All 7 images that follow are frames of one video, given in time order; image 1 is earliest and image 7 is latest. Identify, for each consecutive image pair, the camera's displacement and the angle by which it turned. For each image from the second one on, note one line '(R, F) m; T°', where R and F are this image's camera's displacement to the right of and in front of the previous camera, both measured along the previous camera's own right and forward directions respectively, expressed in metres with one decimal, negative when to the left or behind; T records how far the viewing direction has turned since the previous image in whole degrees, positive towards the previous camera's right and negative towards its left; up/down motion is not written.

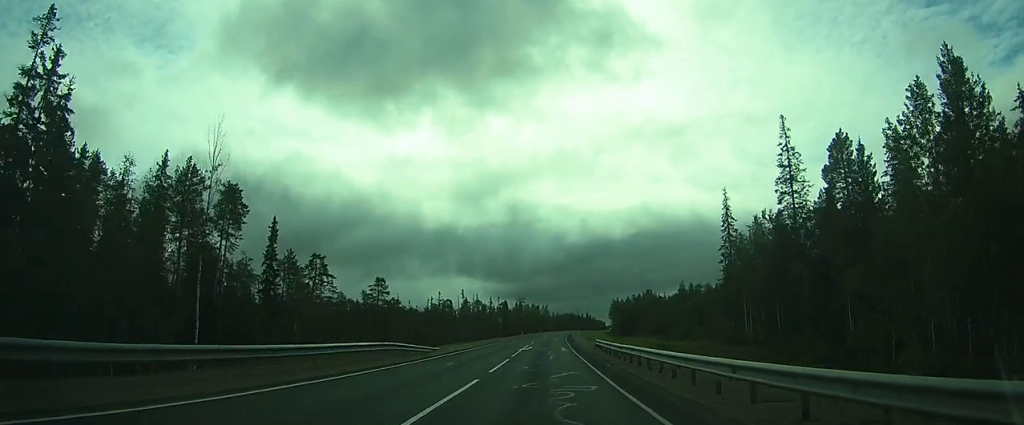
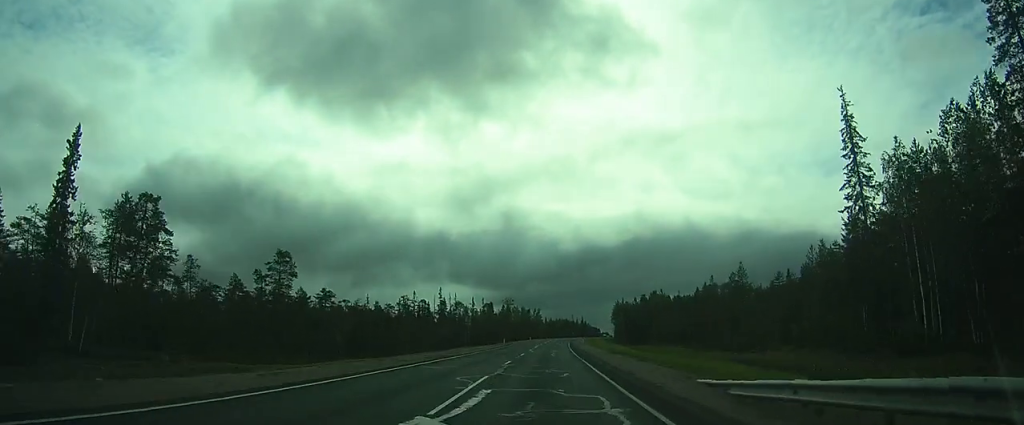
(+0.8, +33.3) m; +2°
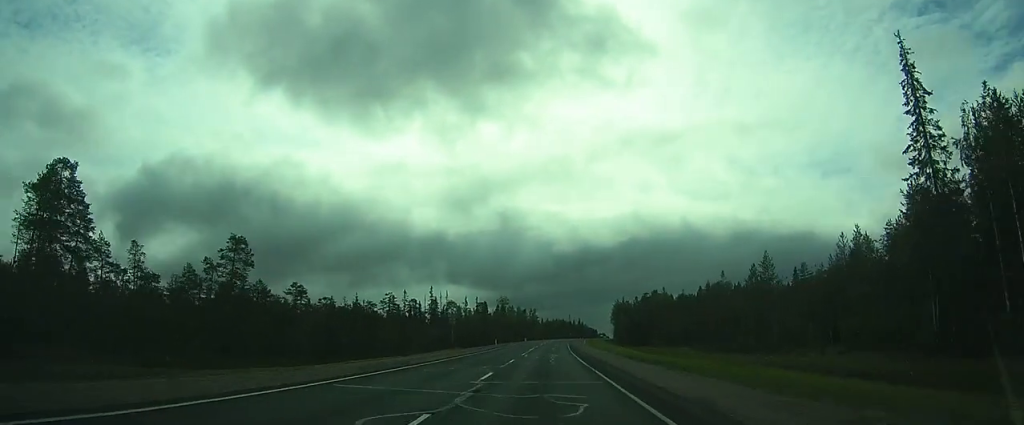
(+0.1, +8.9) m; 0°
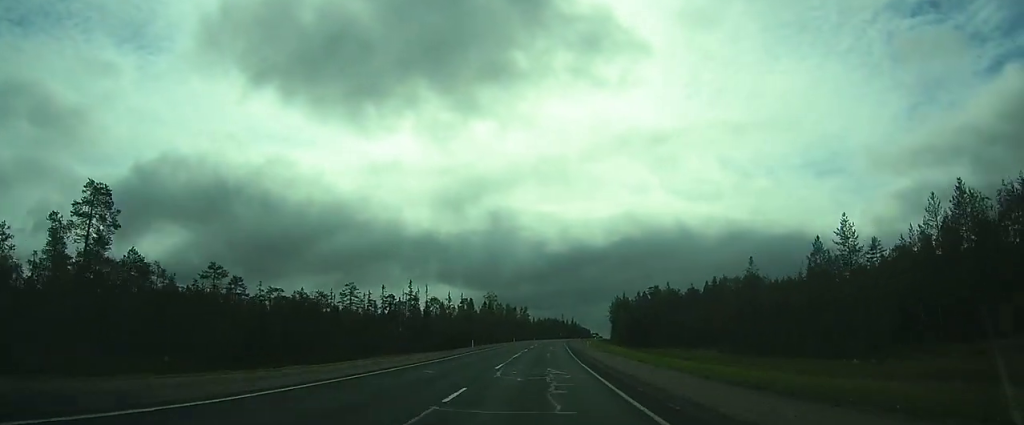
(+0.1, +17.7) m; +1°
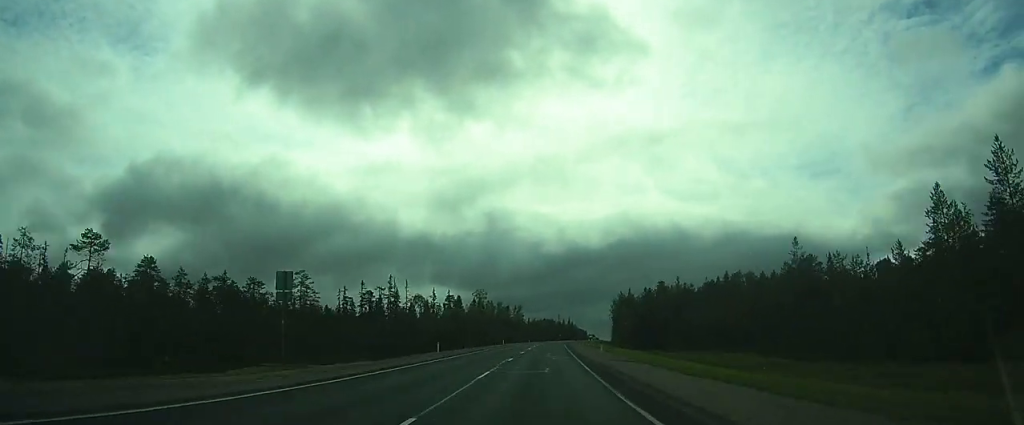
(+0.1, +16.9) m; 0°
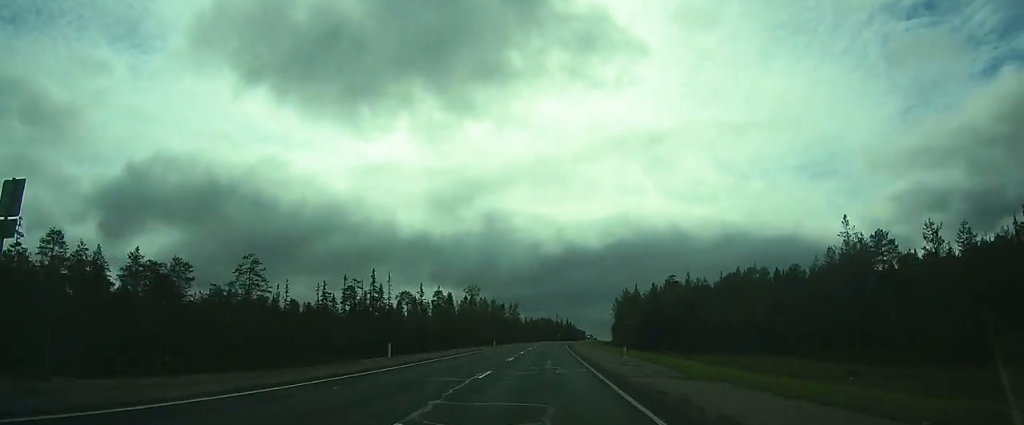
(+0.1, +12.5) m; 0°
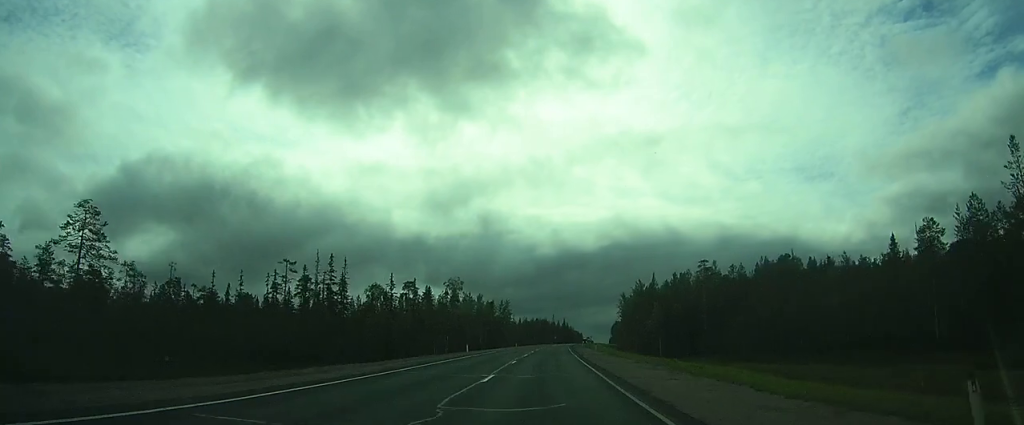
(-0.2, +23.6) m; 0°
